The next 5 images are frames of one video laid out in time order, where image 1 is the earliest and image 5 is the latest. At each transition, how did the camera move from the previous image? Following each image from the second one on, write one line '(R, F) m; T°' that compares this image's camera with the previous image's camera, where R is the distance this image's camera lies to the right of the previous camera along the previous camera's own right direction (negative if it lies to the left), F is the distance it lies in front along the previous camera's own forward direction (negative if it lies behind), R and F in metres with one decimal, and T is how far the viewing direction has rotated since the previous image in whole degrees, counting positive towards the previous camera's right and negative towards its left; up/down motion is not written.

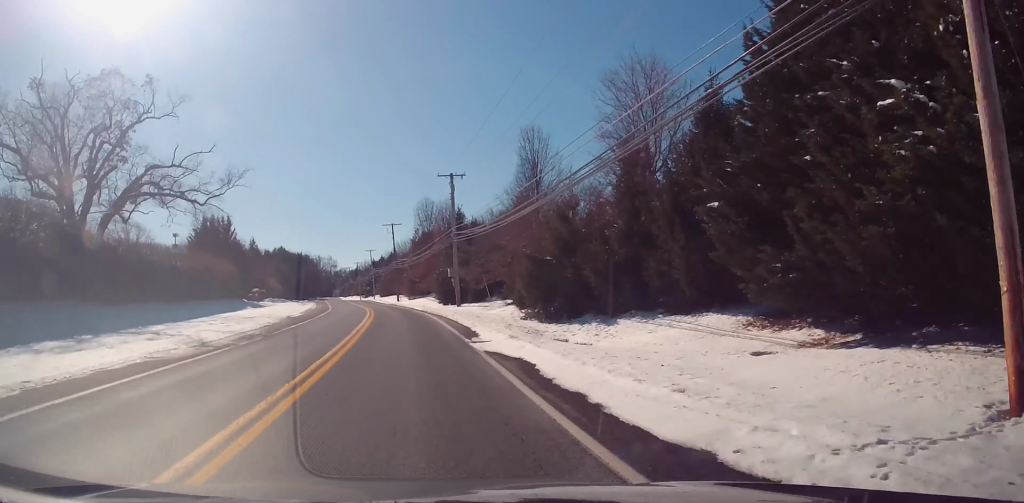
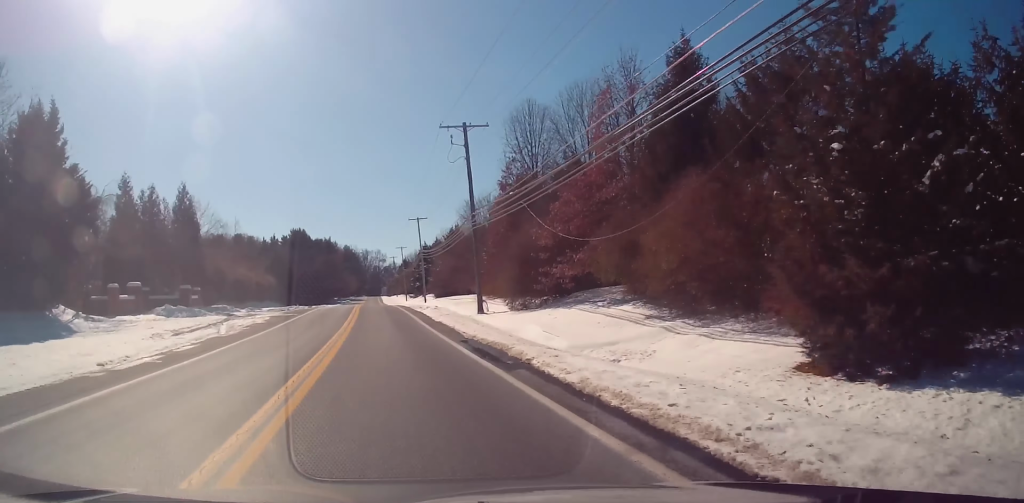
(-1.7, +57.6) m; -4°
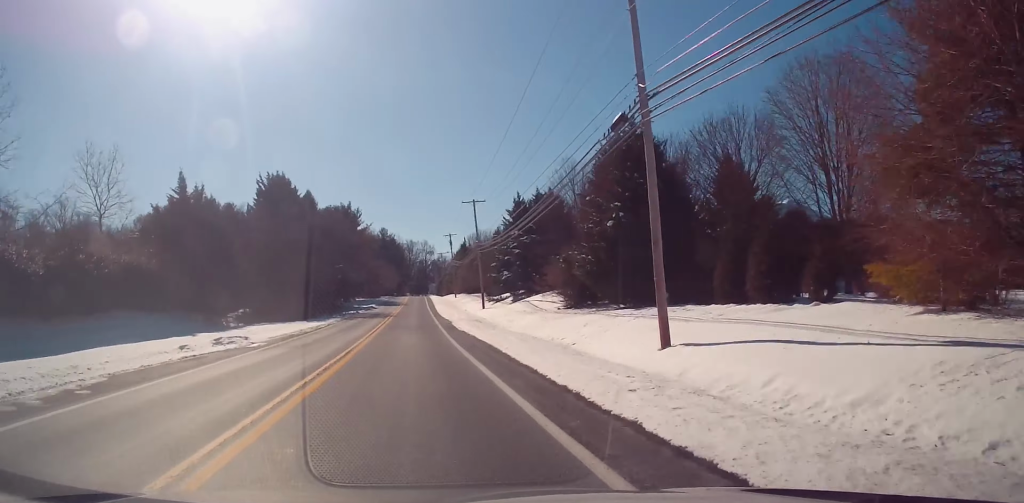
(-2.2, +66.3) m; -3°
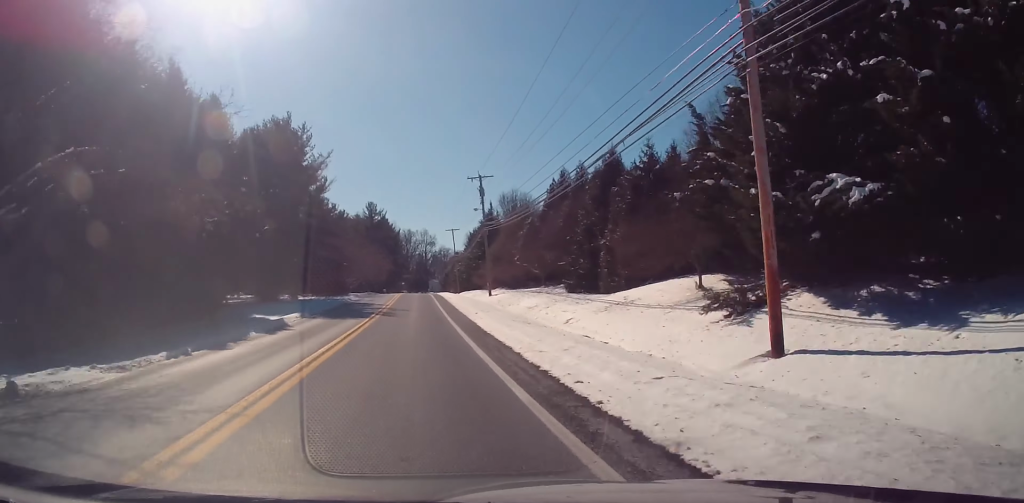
(0.0, +52.8) m; 0°
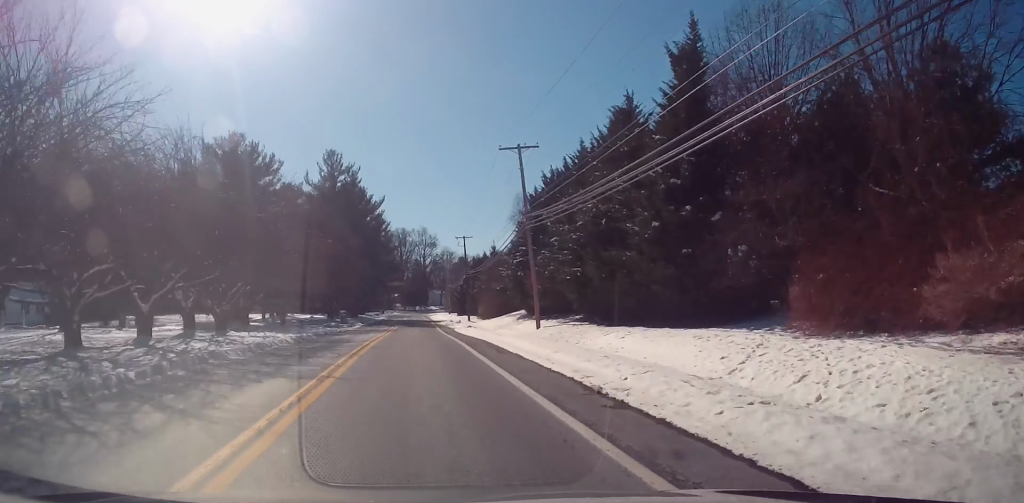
(-0.1, +71.1) m; 0°
